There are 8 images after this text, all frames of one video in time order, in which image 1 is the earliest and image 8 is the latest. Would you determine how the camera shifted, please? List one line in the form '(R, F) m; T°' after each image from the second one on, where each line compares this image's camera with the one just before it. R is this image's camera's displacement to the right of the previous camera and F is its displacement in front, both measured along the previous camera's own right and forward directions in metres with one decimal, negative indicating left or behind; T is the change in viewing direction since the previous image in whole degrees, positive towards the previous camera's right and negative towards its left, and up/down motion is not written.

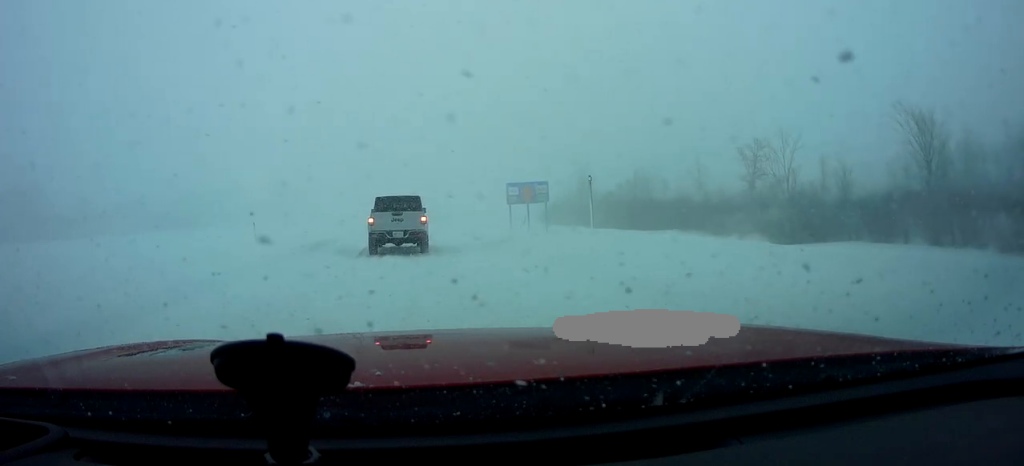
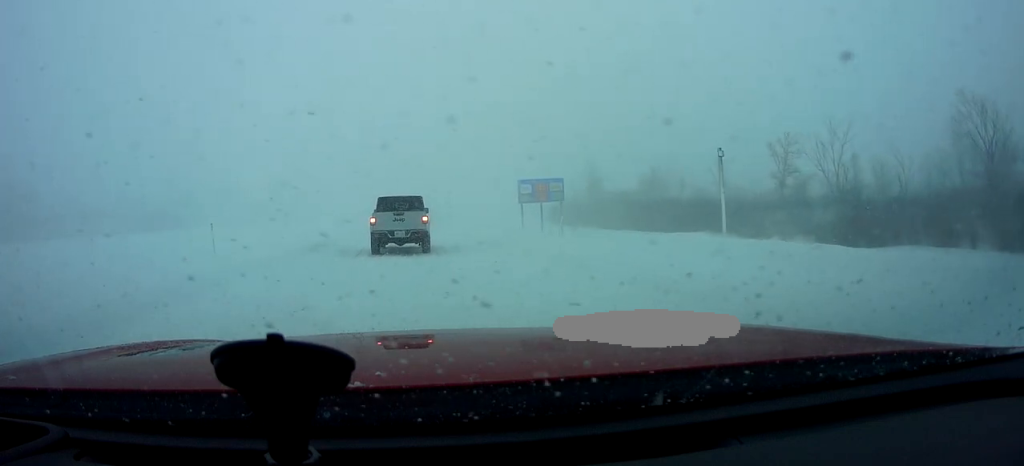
(0.0, +7.3) m; 0°
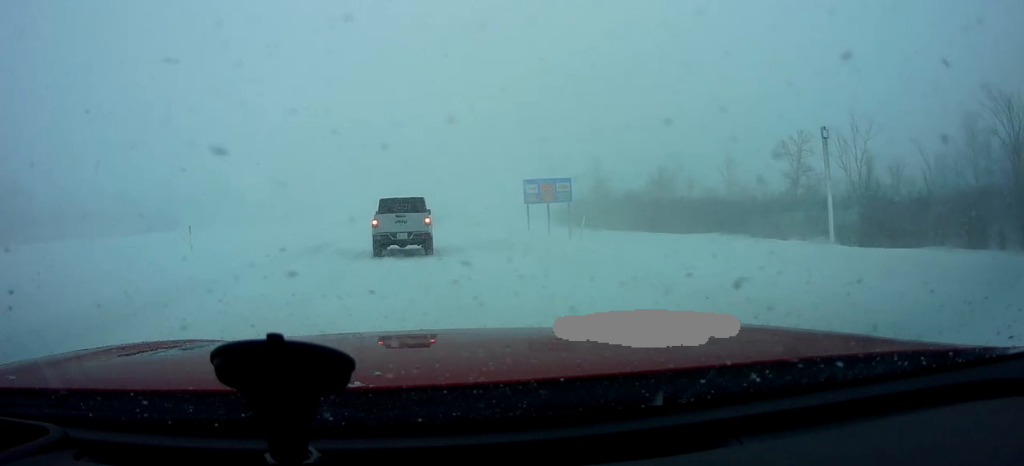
(0.0, +2.7) m; 0°
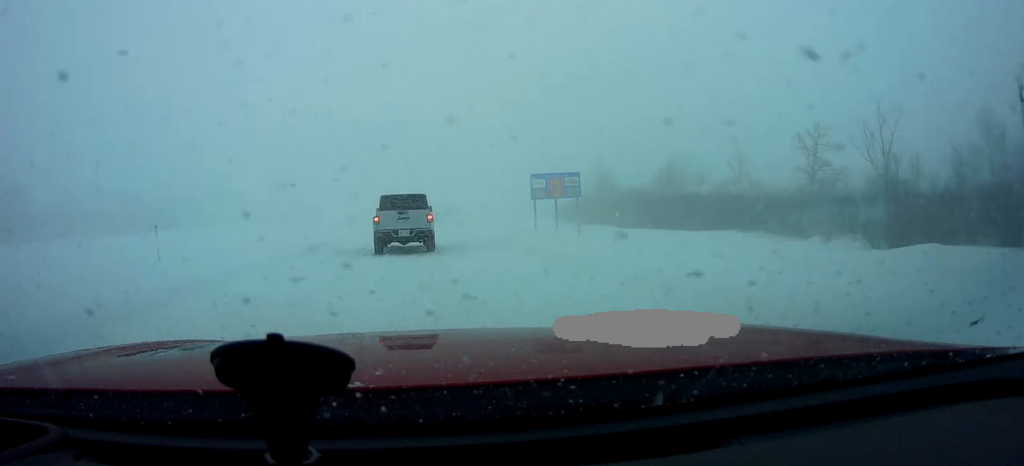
(0.0, +3.2) m; 0°
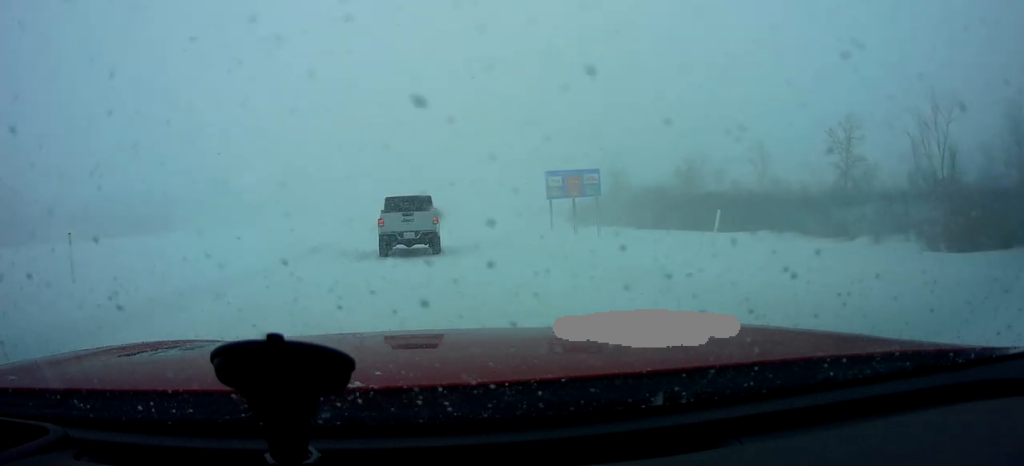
(0.0, +5.8) m; 0°
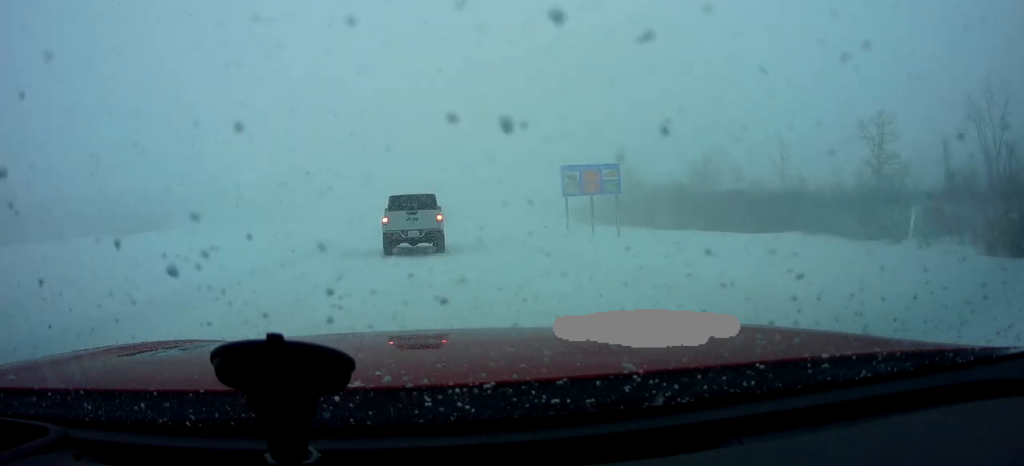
(0.0, +5.5) m; 0°
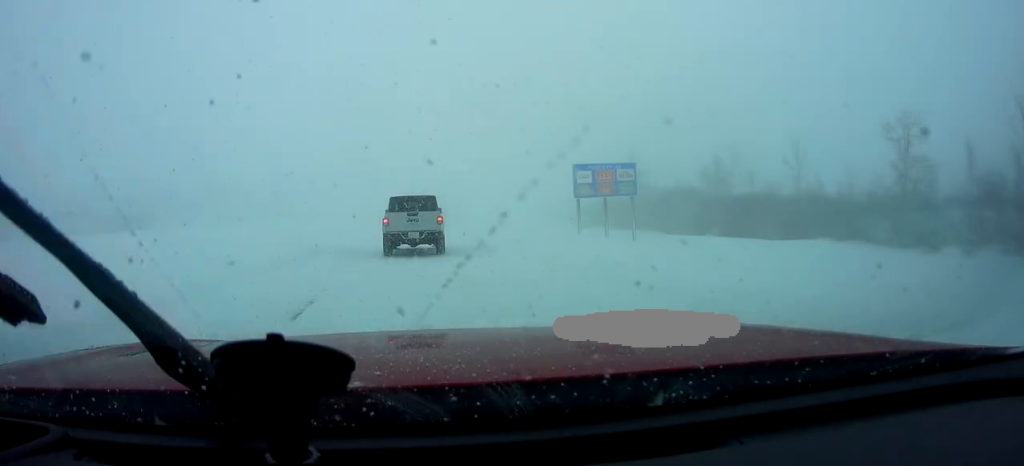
(0.0, +4.4) m; 0°
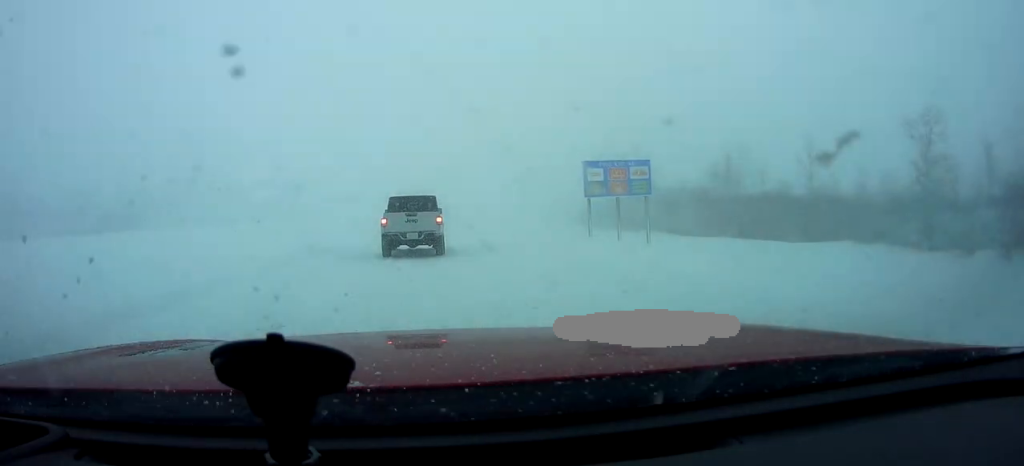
(0.0, +3.3) m; 0°
